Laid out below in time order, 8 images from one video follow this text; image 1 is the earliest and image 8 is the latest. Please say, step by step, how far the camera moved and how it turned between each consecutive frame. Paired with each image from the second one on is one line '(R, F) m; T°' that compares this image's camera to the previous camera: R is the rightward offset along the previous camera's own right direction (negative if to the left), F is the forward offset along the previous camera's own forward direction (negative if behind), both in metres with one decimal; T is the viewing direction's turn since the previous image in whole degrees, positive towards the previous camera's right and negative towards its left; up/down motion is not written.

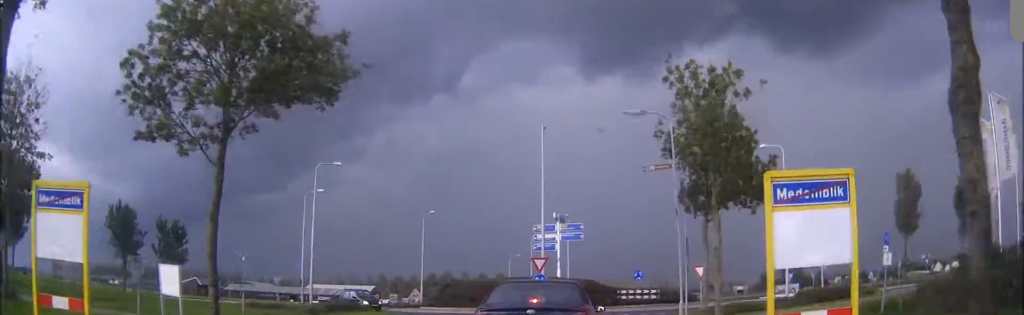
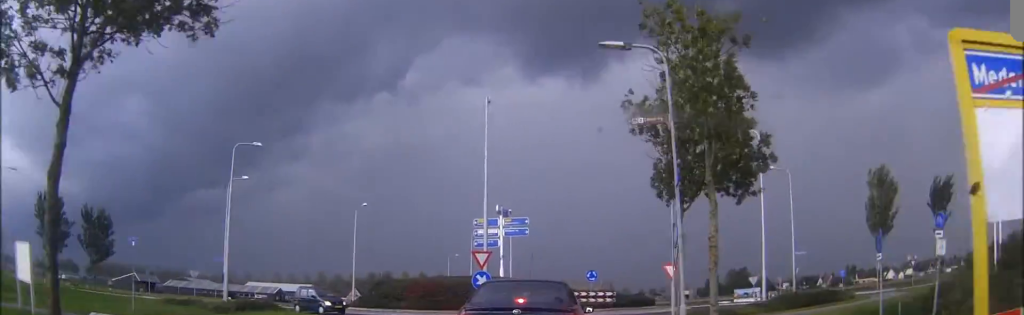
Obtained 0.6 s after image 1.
(+0.4, +6.2) m; +6°
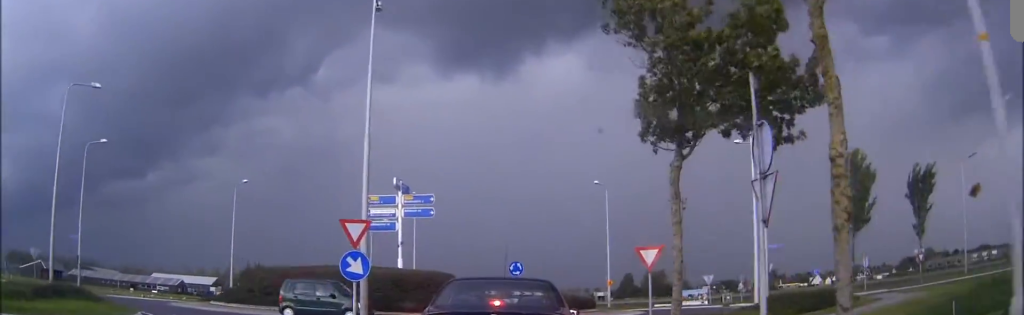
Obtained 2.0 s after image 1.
(+1.2, +12.2) m; +7°
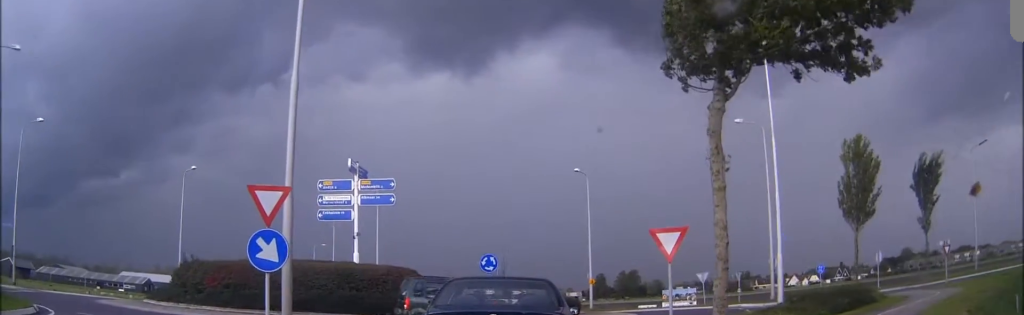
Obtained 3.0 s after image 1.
(0.0, +7.3) m; -1°
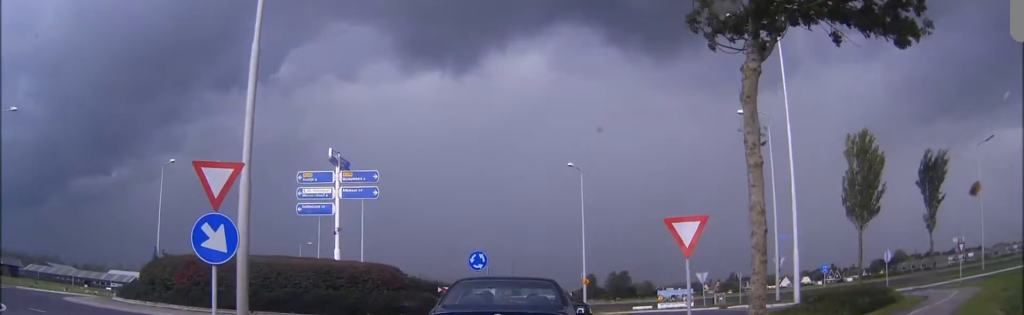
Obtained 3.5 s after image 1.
(-0.1, +3.2) m; 0°
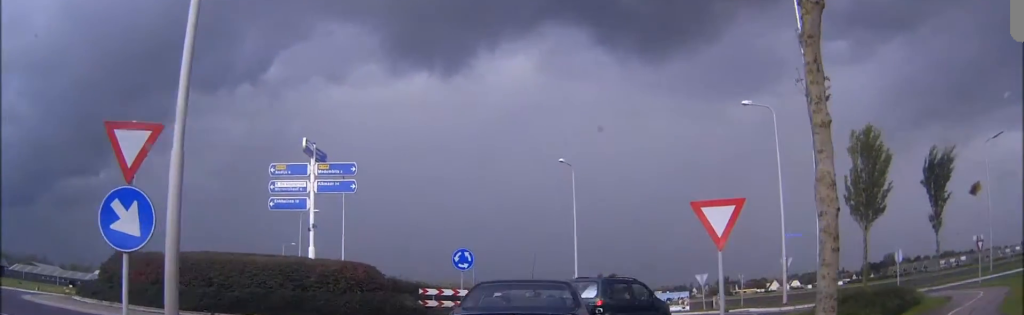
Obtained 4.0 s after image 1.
(0.0, +3.7) m; +1°
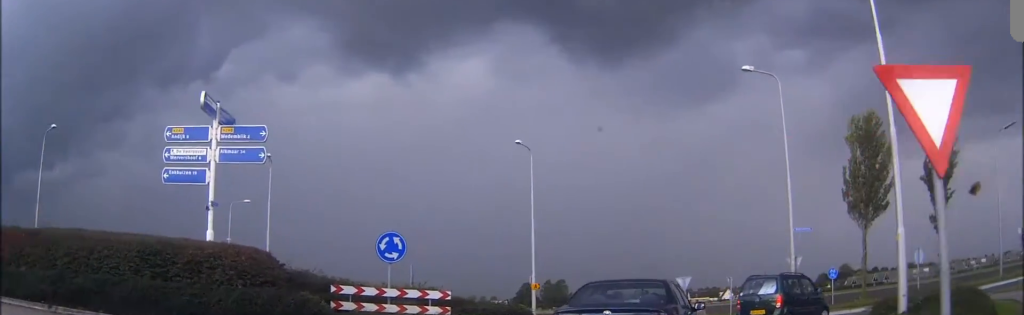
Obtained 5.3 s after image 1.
(+0.3, +7.5) m; +5°
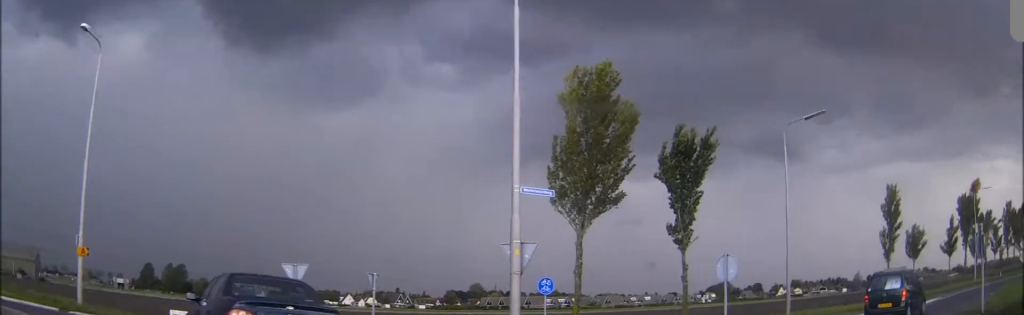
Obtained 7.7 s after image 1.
(+2.0, +13.5) m; +23°
